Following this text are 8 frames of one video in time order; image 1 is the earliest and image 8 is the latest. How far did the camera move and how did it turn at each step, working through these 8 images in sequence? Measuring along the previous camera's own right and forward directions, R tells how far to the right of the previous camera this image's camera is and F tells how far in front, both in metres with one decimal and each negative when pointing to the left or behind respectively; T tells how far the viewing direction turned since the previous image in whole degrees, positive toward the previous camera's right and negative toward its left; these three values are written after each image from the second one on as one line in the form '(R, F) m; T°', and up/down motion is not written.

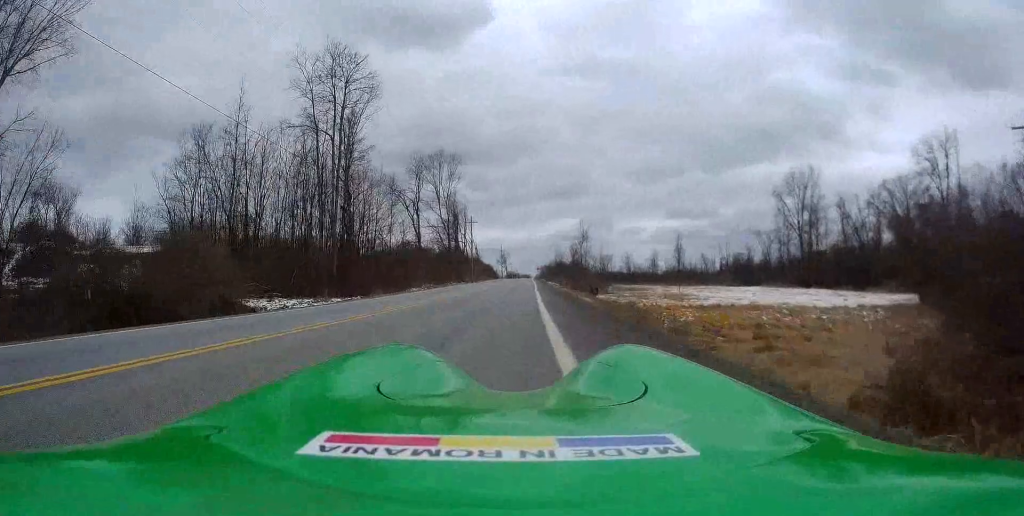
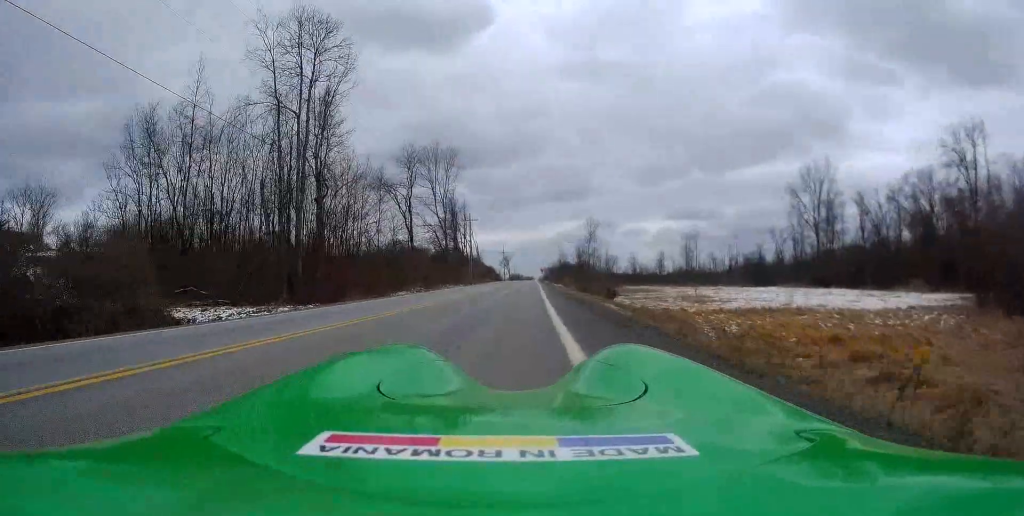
(+0.1, +7.5) m; 0°
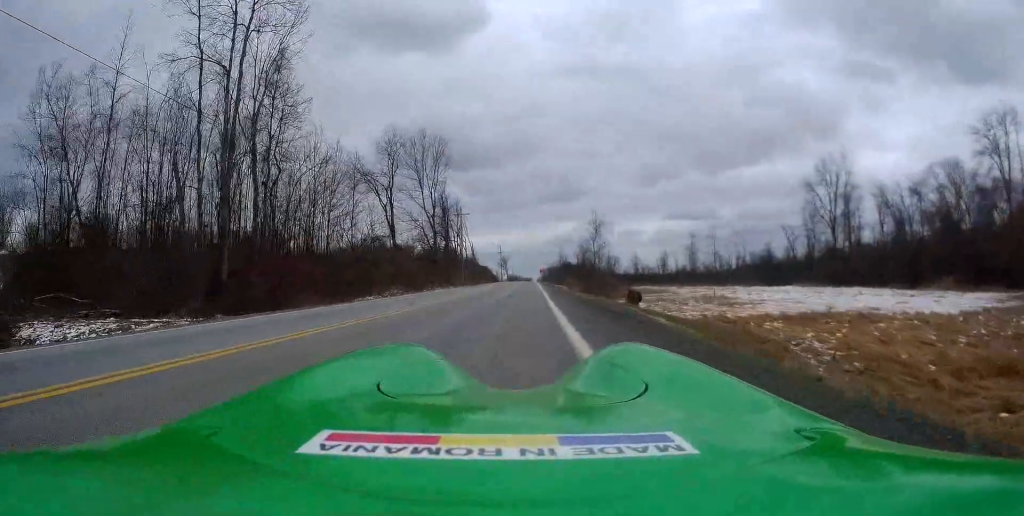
(-0.3, +9.2) m; 0°
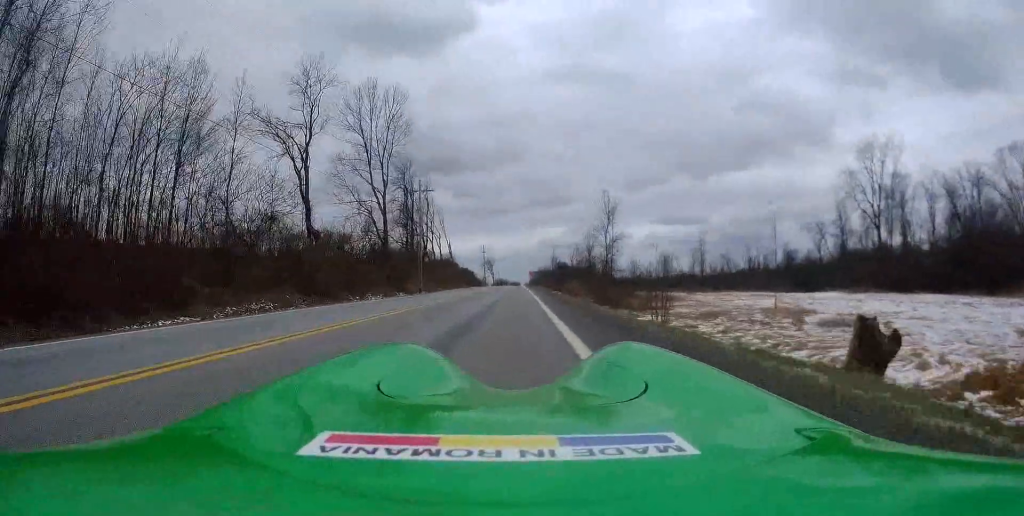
(+0.6, +22.3) m; +1°
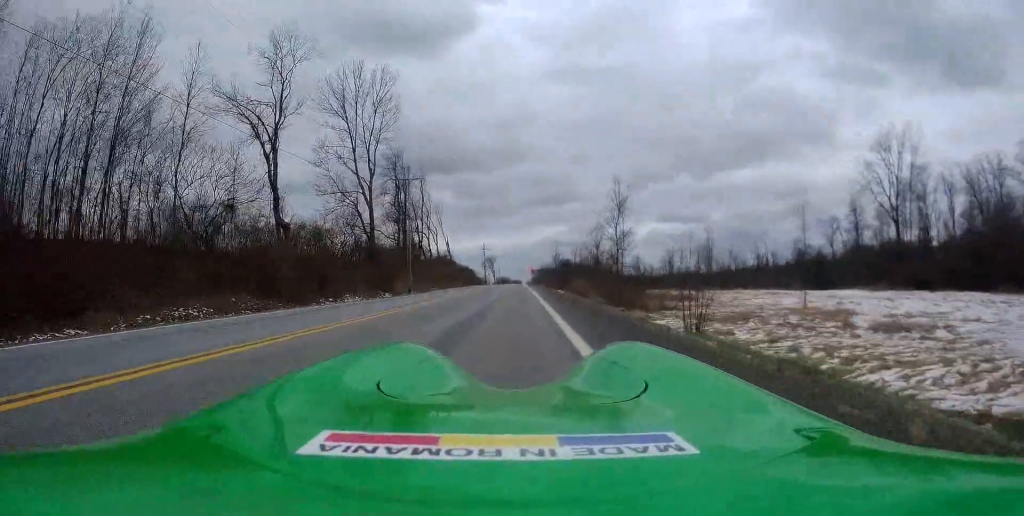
(-0.1, +5.6) m; 0°
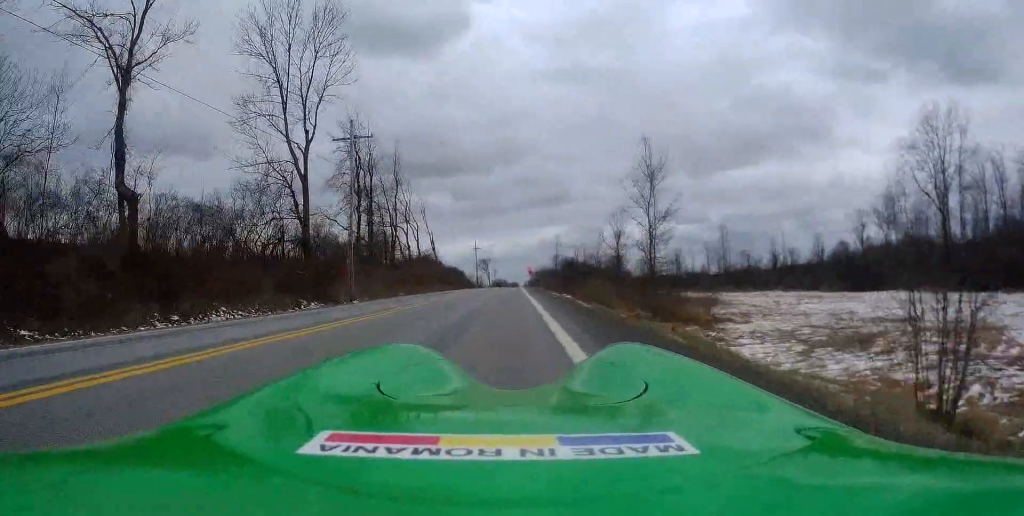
(+0.1, +15.6) m; 0°
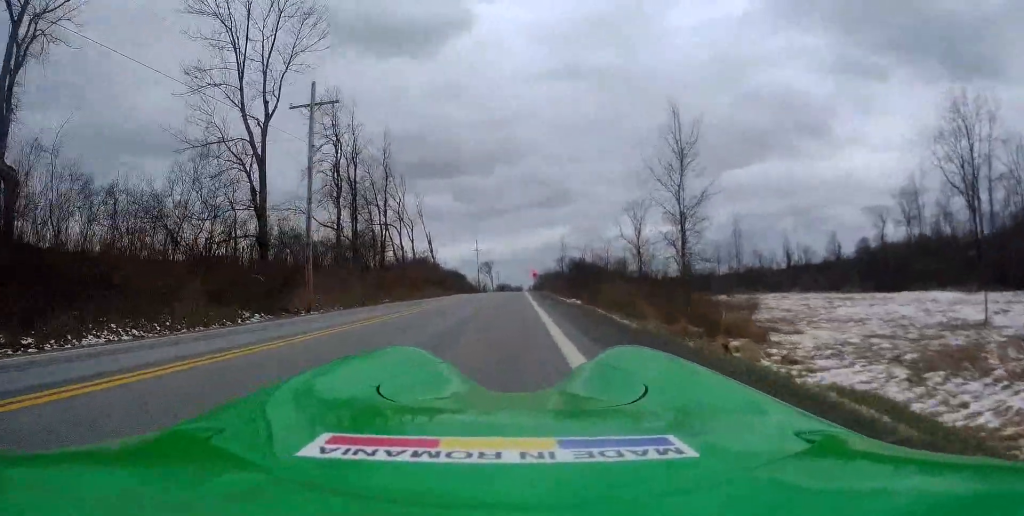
(0.0, +7.1) m; 0°
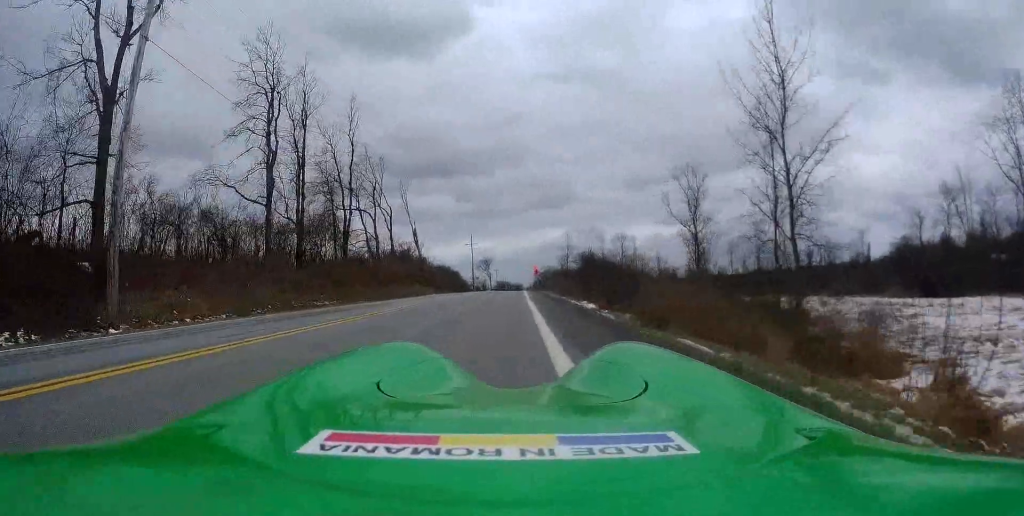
(+0.1, +13.4) m; -1°
